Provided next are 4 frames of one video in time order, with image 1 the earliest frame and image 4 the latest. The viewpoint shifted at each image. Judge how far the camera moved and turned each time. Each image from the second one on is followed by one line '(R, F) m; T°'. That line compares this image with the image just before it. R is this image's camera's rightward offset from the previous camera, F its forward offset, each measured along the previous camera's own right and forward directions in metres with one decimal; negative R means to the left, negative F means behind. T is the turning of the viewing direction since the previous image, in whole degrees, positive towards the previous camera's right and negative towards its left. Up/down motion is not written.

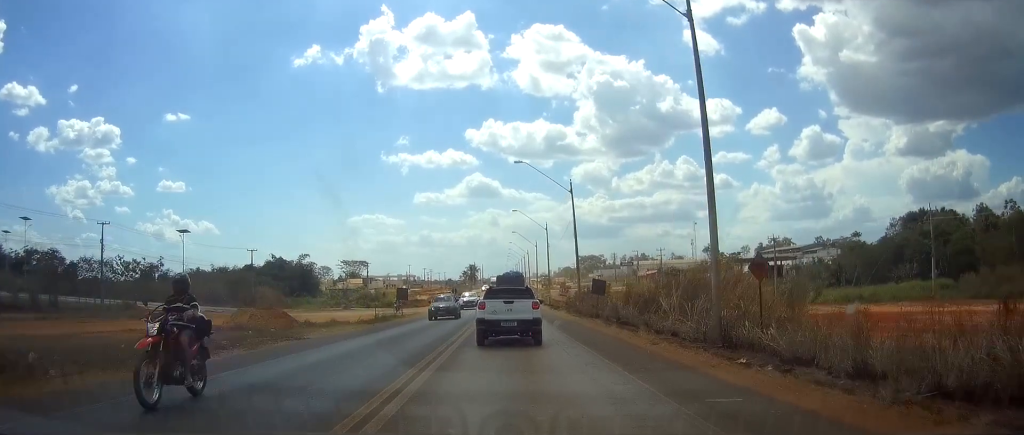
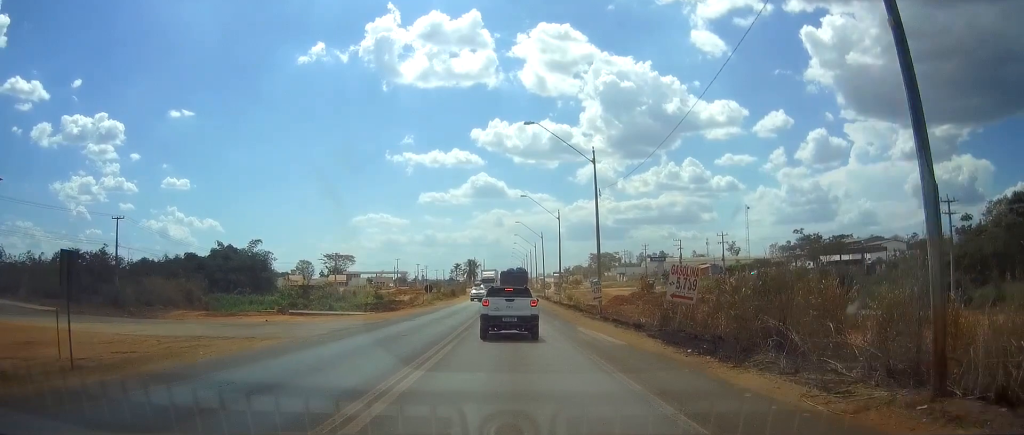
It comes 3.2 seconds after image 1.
(+0.4, +45.5) m; +1°
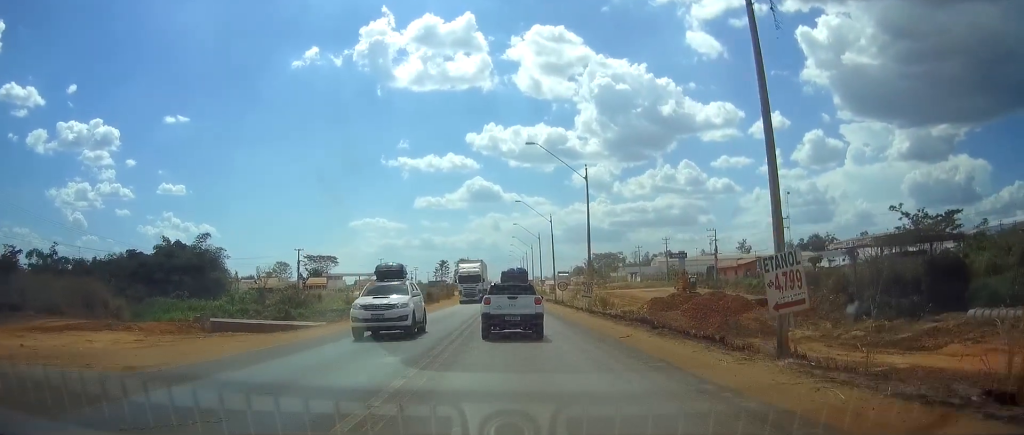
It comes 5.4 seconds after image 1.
(-0.1, +29.1) m; 0°
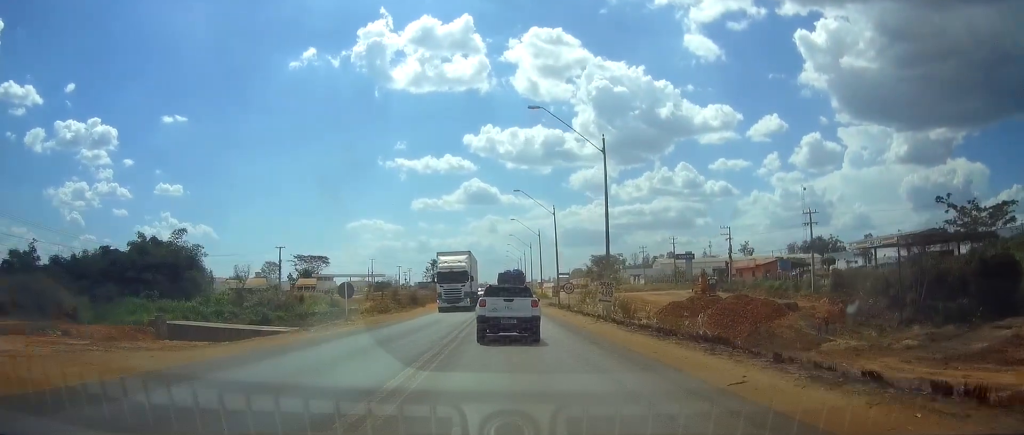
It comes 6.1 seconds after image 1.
(0.0, +10.2) m; 0°
